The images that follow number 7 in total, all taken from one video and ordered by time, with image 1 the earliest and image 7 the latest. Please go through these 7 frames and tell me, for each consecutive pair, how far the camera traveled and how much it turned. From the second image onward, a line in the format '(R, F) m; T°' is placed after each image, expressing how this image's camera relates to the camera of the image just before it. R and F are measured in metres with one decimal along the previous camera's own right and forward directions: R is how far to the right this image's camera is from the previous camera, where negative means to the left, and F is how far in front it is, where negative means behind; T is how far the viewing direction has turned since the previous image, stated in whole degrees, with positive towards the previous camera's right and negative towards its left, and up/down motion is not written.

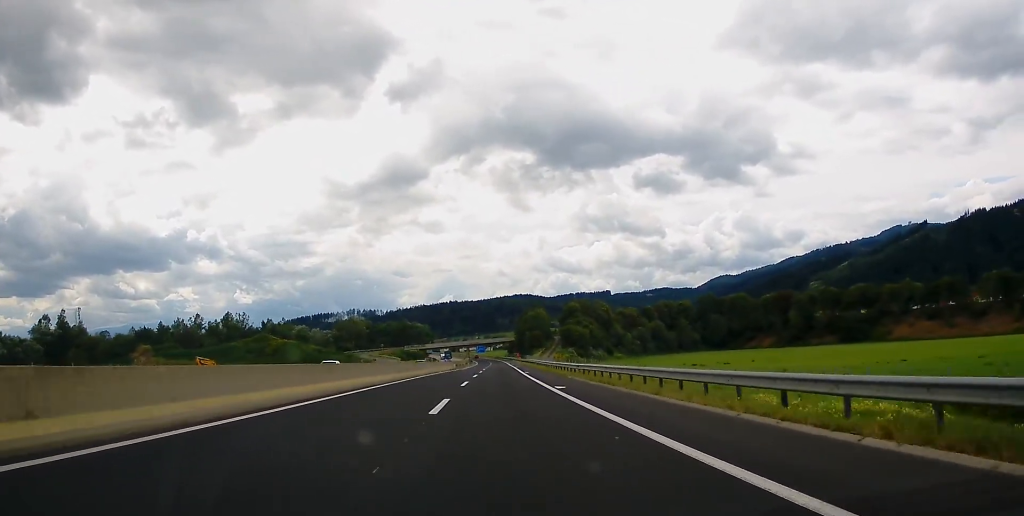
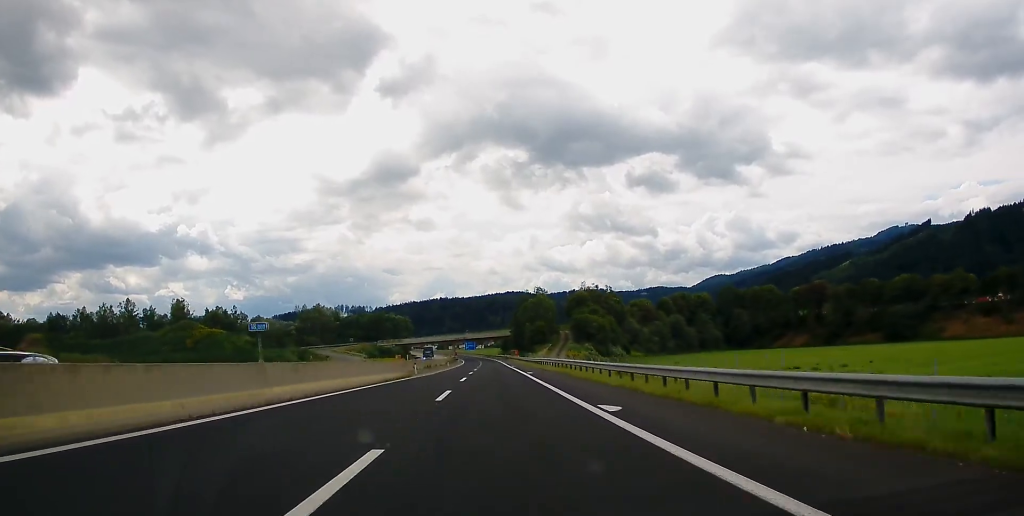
(+0.6, +49.4) m; 0°
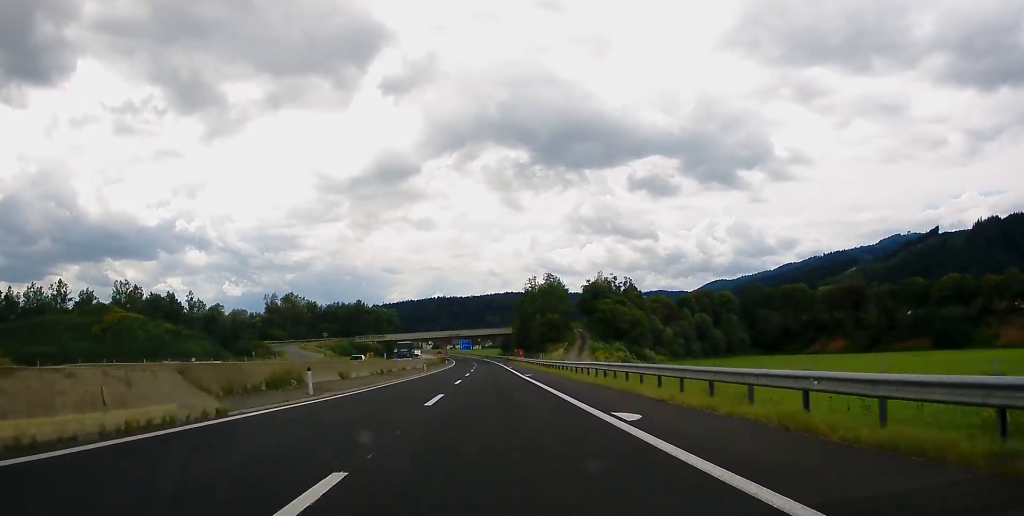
(-0.5, +37.5) m; 0°
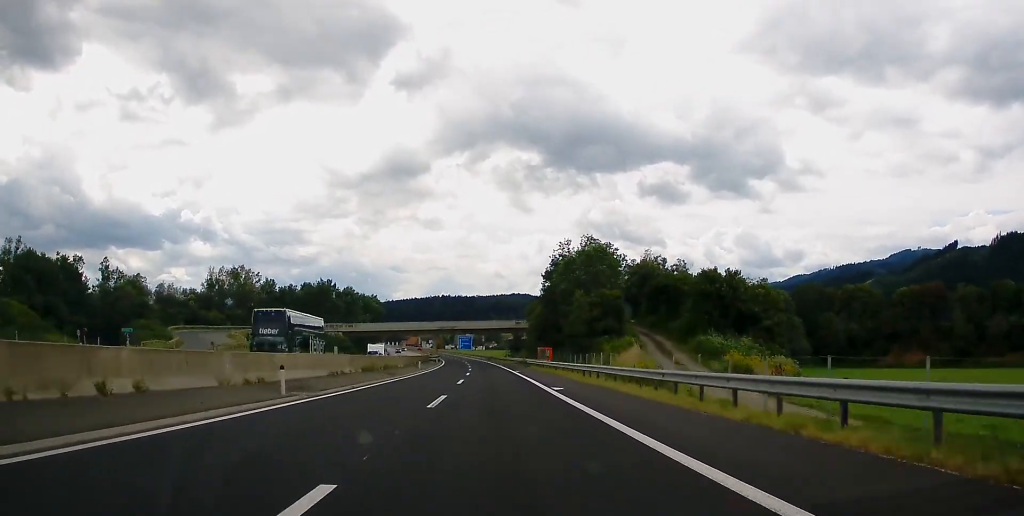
(0.0, +54.5) m; 0°
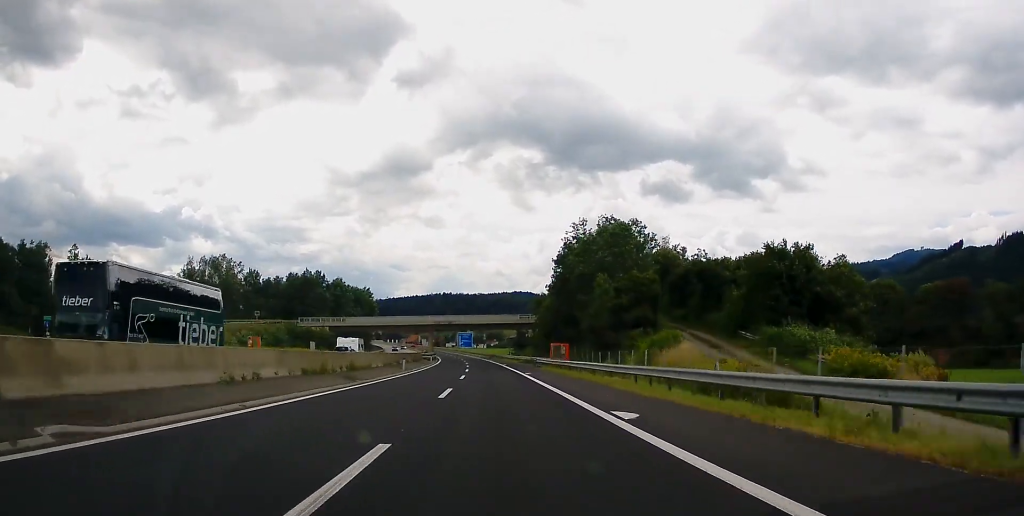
(-0.2, +14.7) m; 0°
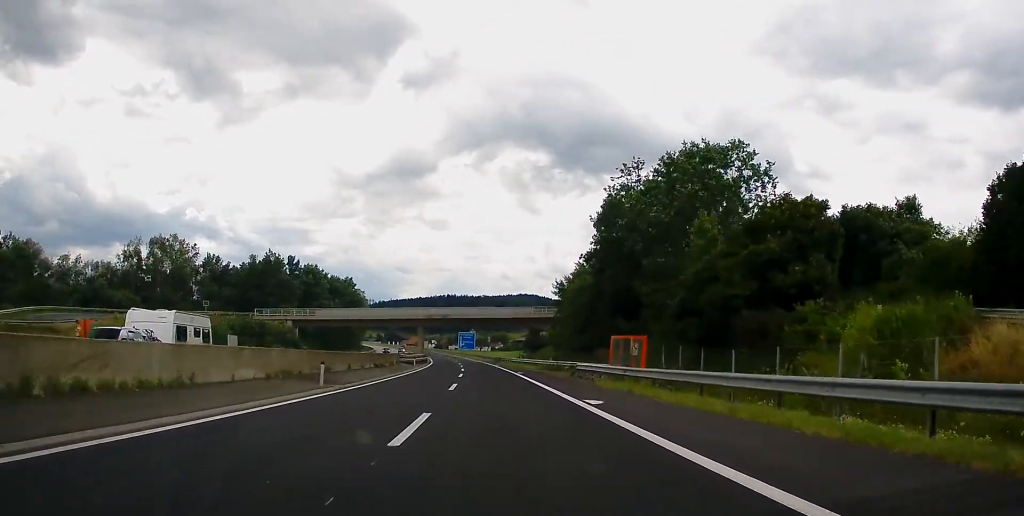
(+0.4, +29.8) m; -1°
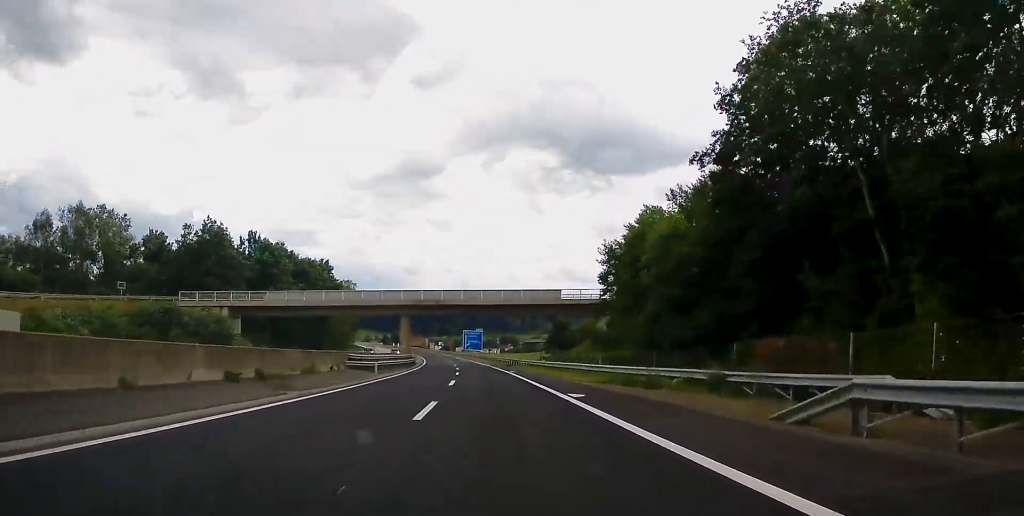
(-0.5, +31.6) m; -1°
